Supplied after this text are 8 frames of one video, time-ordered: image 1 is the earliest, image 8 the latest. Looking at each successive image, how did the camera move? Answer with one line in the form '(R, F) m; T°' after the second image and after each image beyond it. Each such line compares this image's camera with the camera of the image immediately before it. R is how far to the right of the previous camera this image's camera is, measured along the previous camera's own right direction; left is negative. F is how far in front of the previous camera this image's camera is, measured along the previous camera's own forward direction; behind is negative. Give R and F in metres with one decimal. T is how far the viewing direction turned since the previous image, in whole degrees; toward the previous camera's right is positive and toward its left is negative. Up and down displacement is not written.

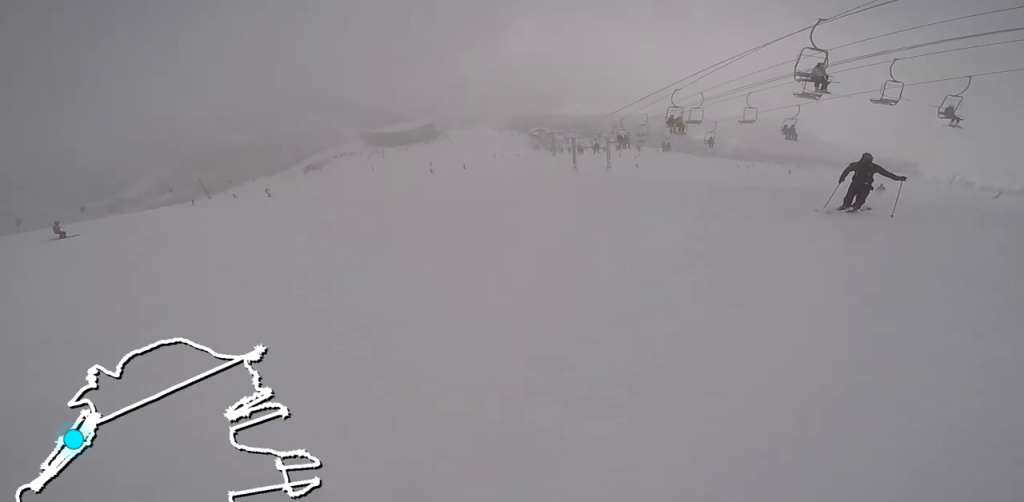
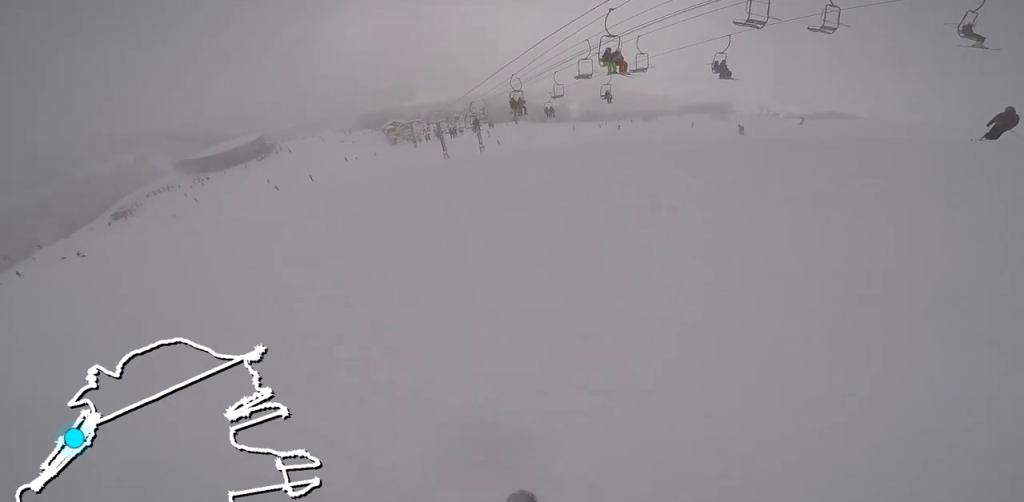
(+0.5, +8.2) m; +10°
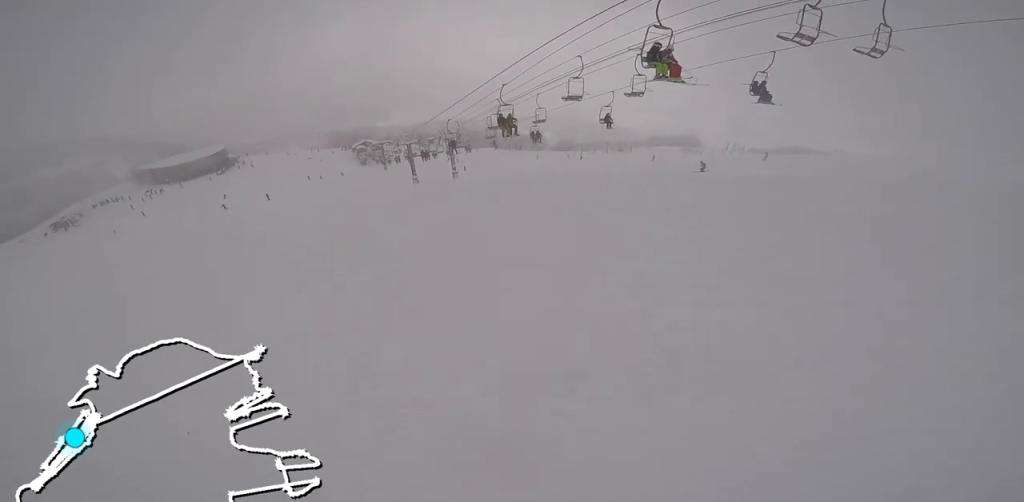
(-0.3, +4.8) m; +5°
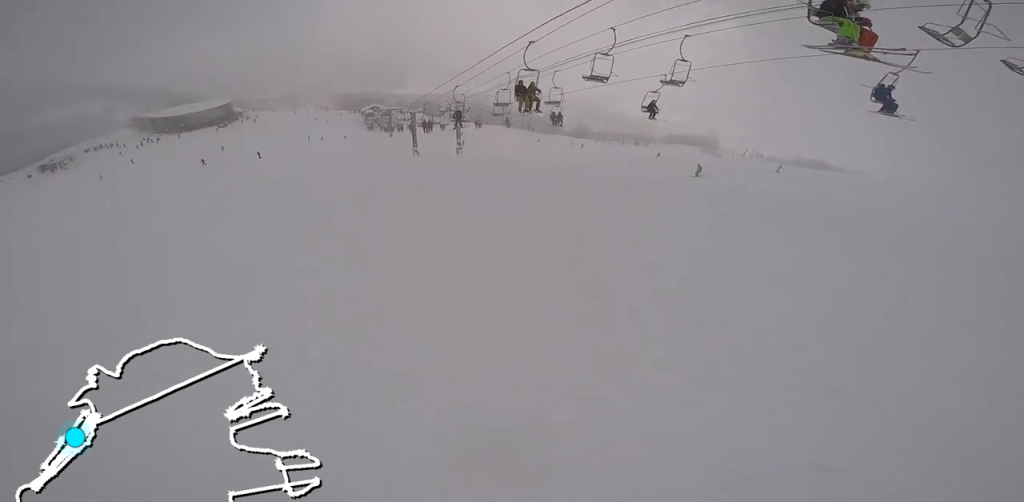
(+0.9, +4.7) m; -5°
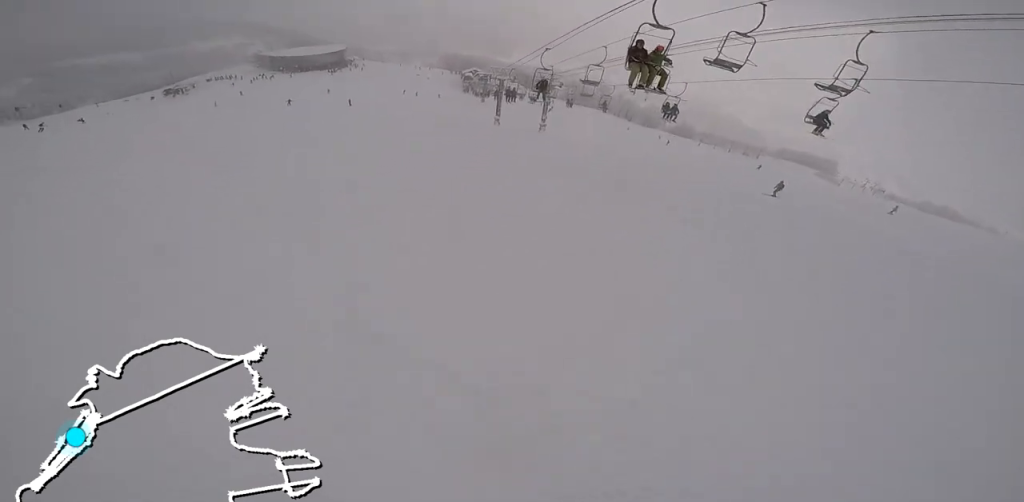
(+1.4, +4.8) m; -5°
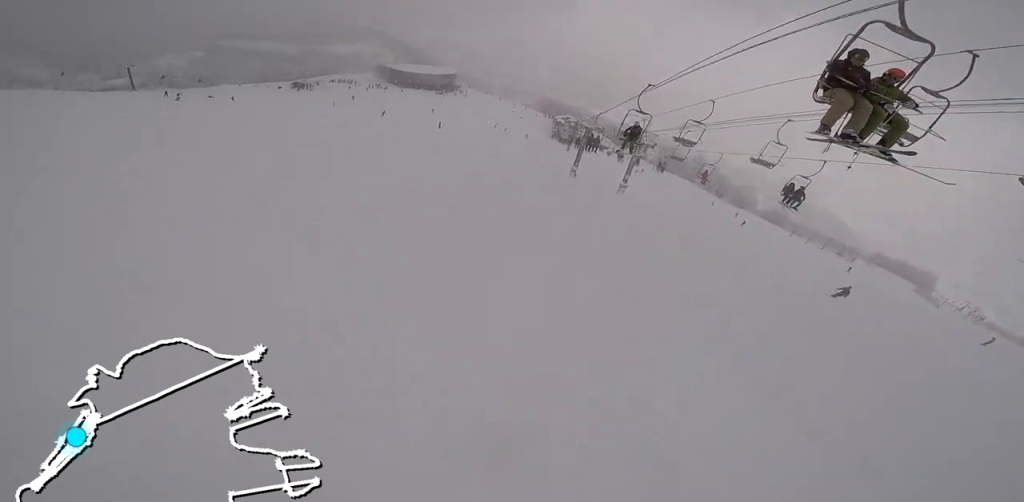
(-1.6, +4.3) m; -9°
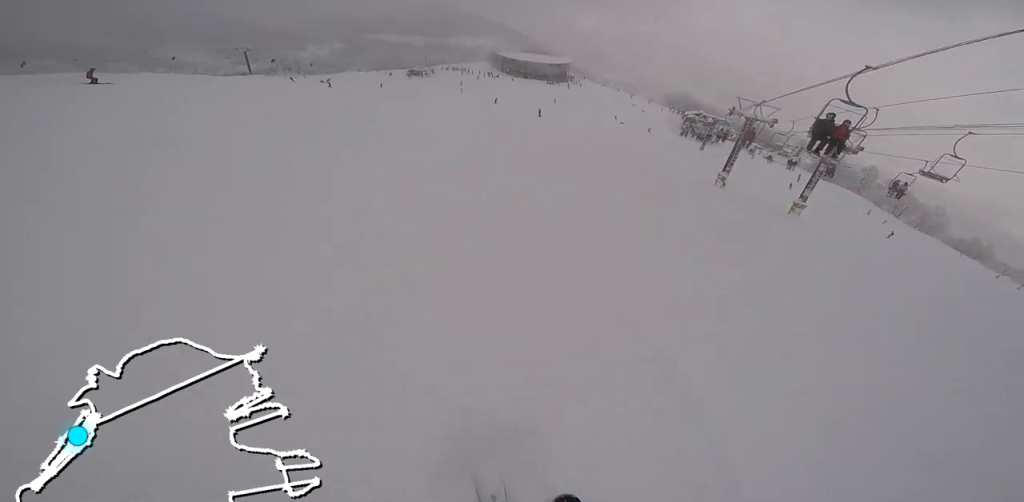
(-2.8, +12.8) m; -9°
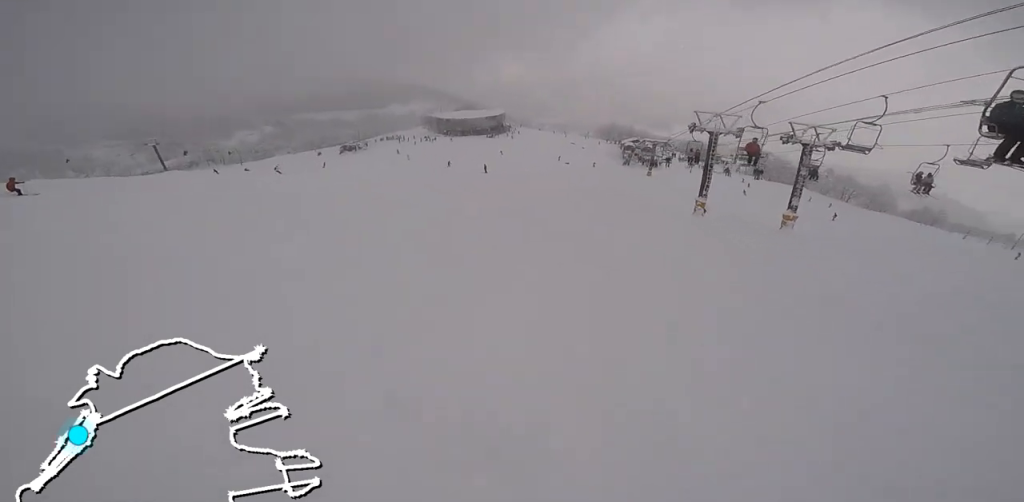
(-0.1, +5.7) m; +2°
